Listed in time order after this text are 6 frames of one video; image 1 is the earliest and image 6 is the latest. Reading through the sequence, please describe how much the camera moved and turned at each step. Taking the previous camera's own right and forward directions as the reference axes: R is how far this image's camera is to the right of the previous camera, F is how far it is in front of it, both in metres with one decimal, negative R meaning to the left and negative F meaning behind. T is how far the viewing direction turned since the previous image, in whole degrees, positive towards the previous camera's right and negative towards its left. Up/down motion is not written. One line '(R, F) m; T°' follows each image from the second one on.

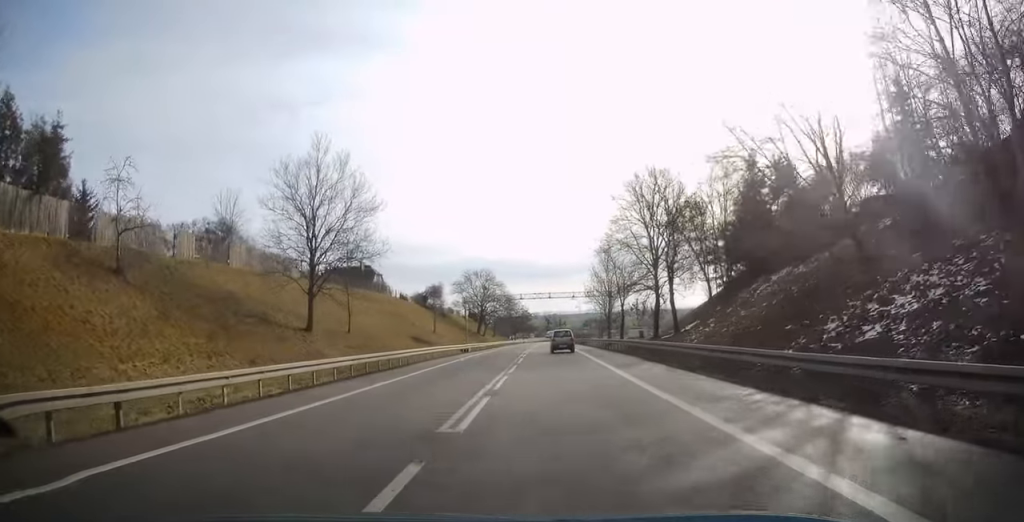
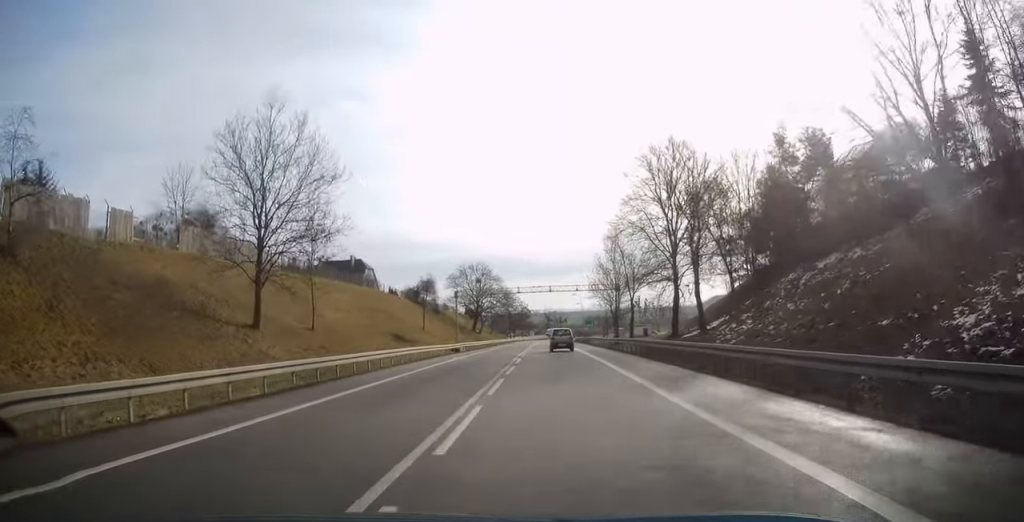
(-0.1, +7.7) m; 0°
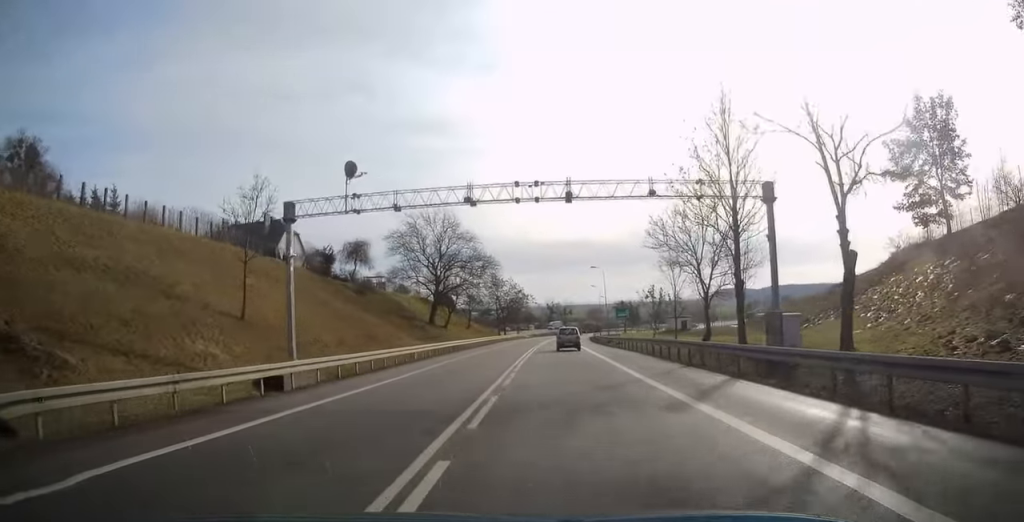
(+0.4, +47.1) m; 0°
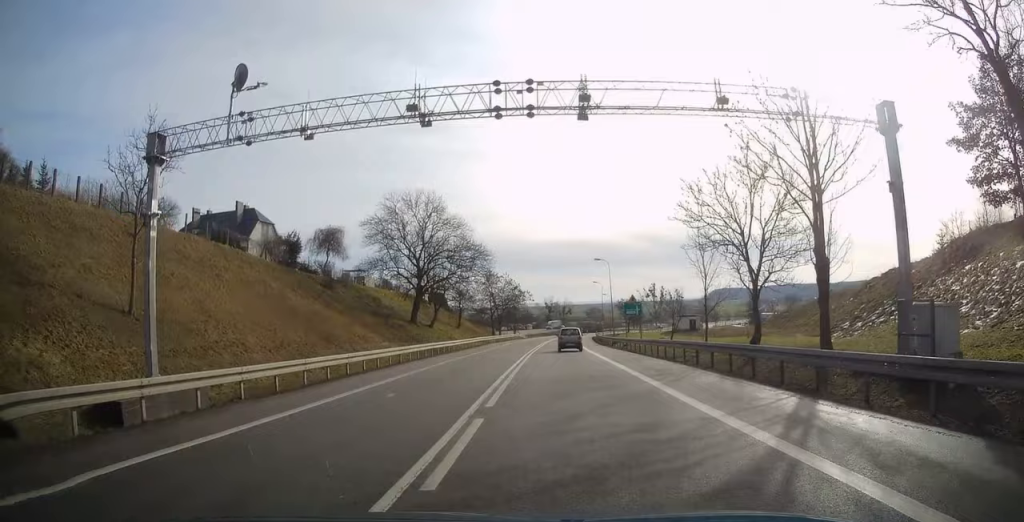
(0.0, +9.2) m; 0°
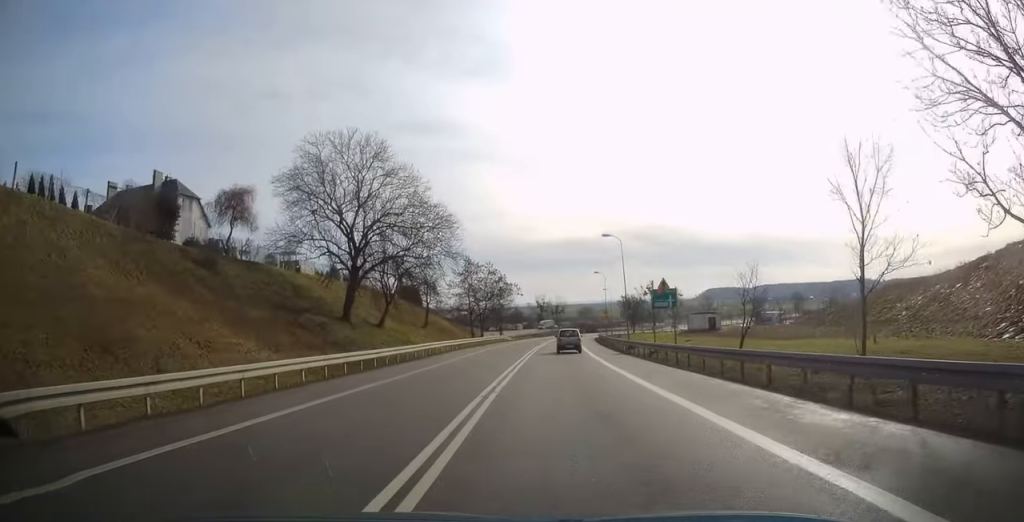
(0.0, +19.7) m; 0°
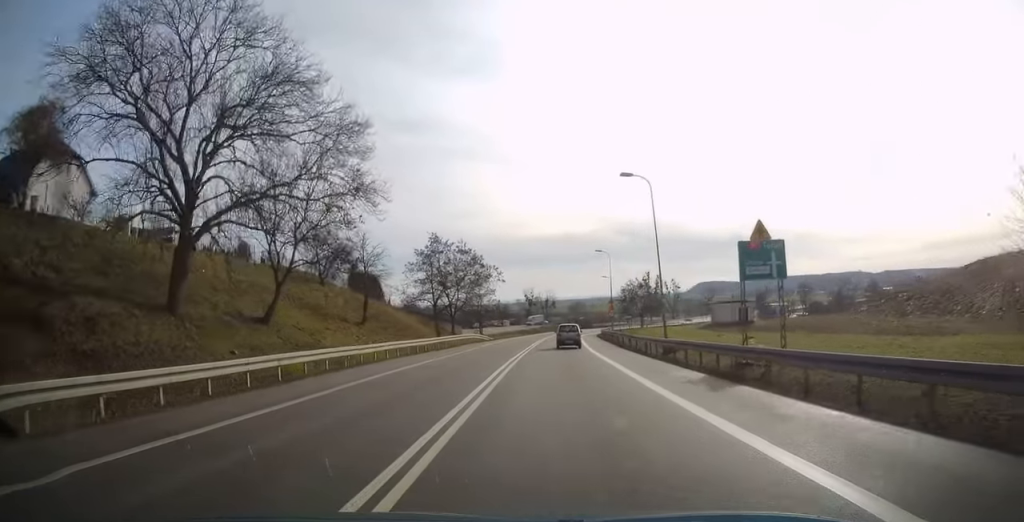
(+0.3, +21.0) m; +1°
